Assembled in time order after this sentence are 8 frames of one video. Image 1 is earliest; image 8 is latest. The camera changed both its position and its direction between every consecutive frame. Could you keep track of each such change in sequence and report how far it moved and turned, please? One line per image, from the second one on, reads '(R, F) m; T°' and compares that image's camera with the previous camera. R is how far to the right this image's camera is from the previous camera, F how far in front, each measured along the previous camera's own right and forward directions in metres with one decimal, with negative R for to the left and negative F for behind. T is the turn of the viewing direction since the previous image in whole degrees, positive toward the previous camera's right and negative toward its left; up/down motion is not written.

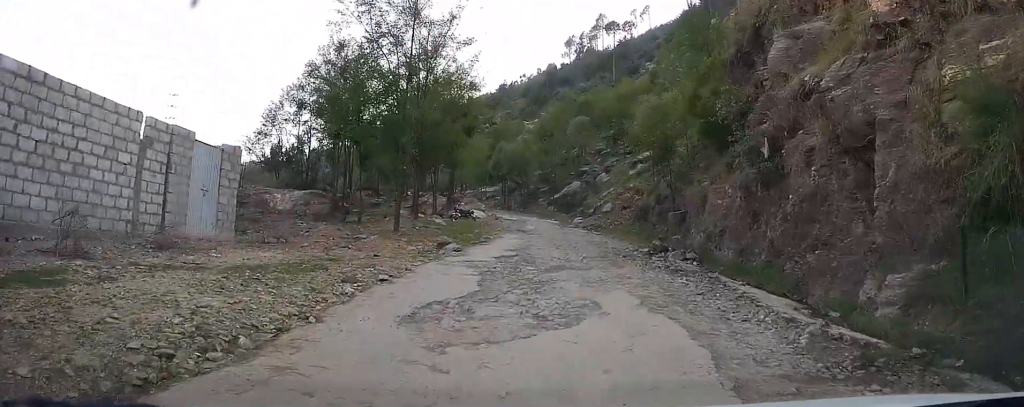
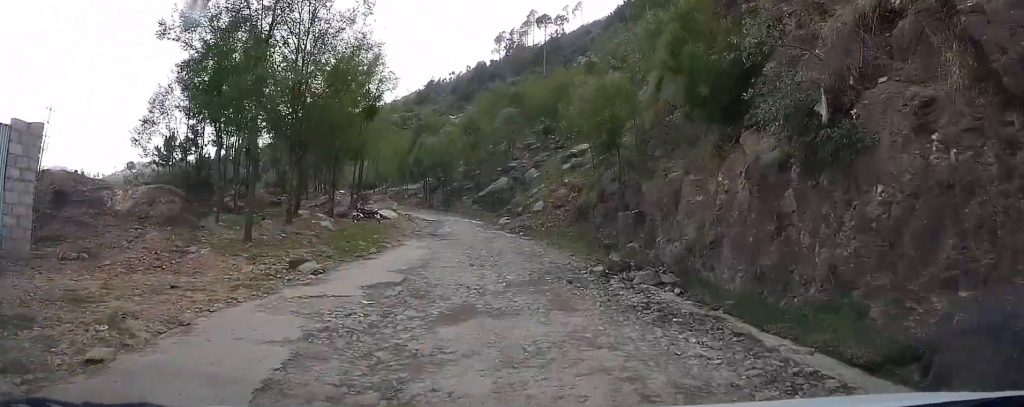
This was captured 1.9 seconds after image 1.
(-0.3, +6.1) m; -2°
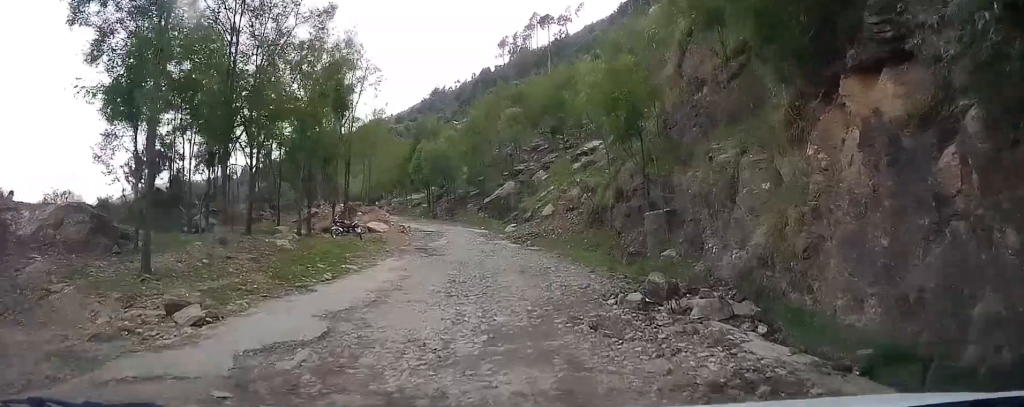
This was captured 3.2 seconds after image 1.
(+0.2, +4.0) m; -1°
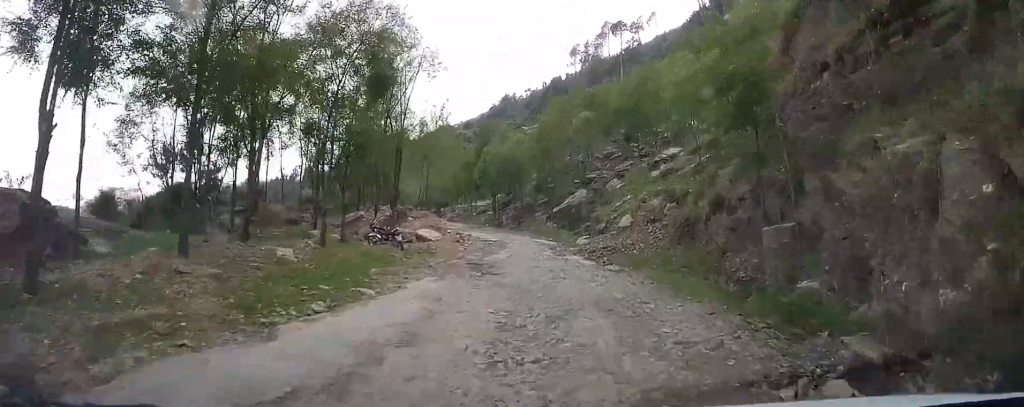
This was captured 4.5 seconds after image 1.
(-0.1, +4.0) m; -3°
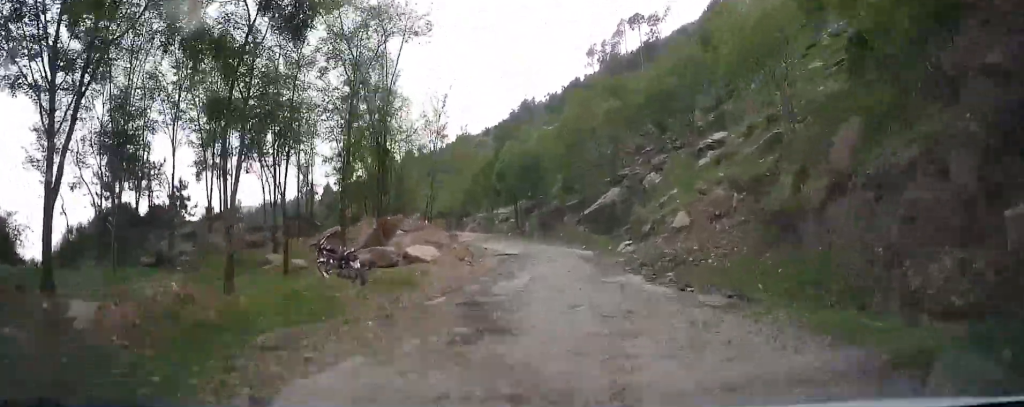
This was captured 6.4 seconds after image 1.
(-0.3, +6.4) m; -4°
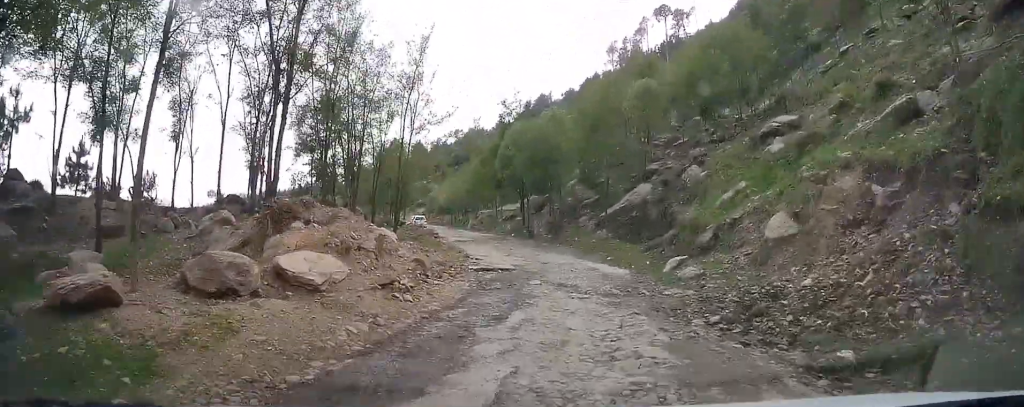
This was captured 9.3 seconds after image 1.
(-0.3, +9.0) m; -5°
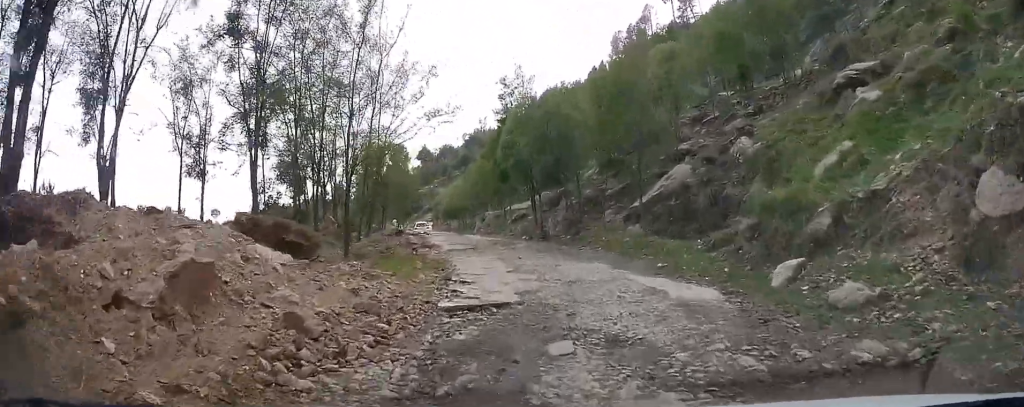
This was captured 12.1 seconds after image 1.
(-0.2, +7.3) m; +3°
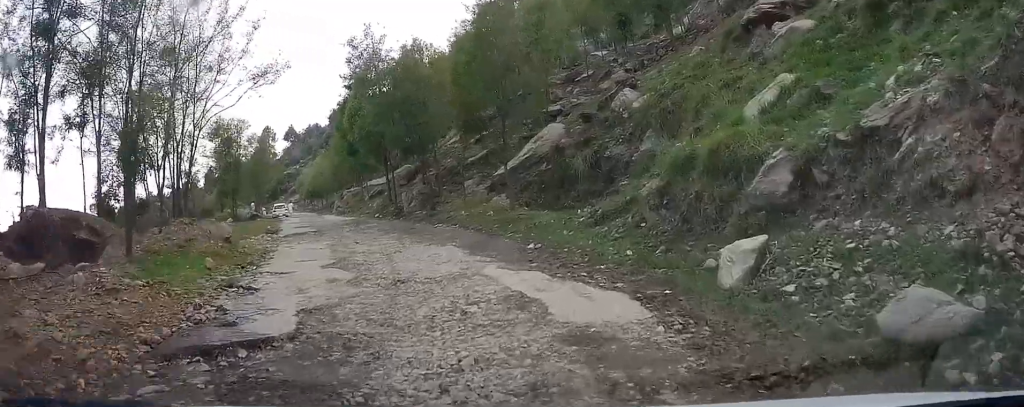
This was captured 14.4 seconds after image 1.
(+0.5, +4.7) m; +6°
